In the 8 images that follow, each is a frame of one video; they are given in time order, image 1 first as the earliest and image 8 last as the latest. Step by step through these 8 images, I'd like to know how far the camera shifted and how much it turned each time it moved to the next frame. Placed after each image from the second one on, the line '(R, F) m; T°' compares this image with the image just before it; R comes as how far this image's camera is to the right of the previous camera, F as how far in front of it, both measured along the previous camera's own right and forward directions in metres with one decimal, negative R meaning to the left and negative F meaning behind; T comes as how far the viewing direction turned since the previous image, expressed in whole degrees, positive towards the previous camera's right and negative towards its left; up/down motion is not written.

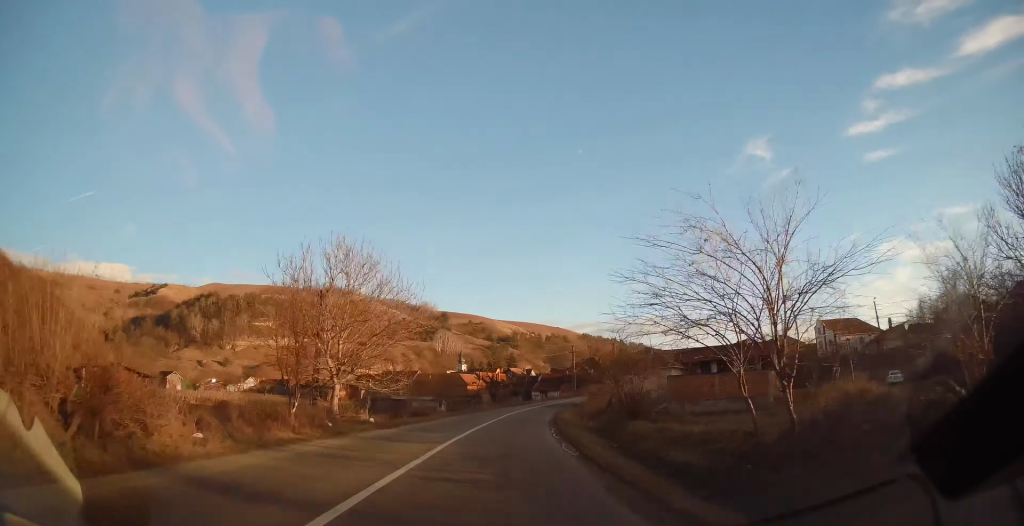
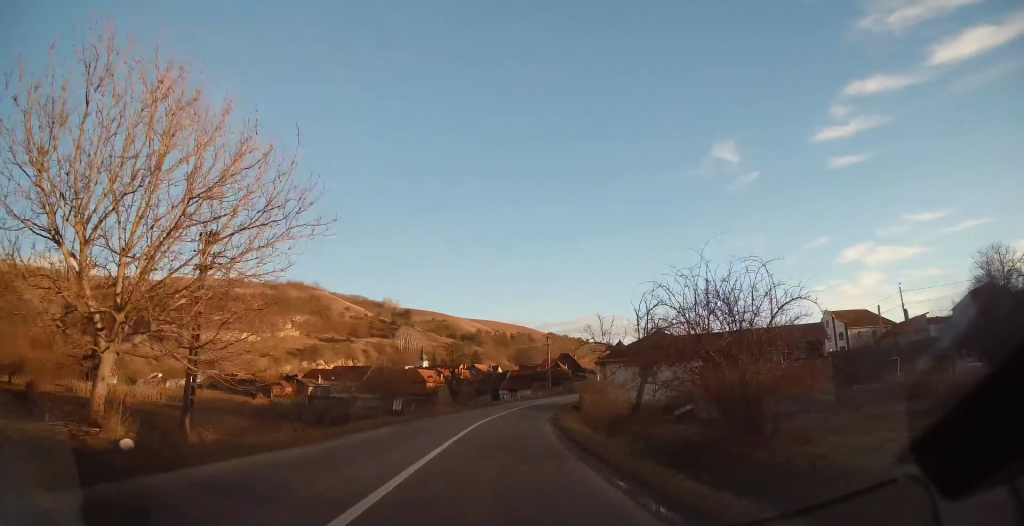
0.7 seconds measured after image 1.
(+0.4, +15.4) m; +3°
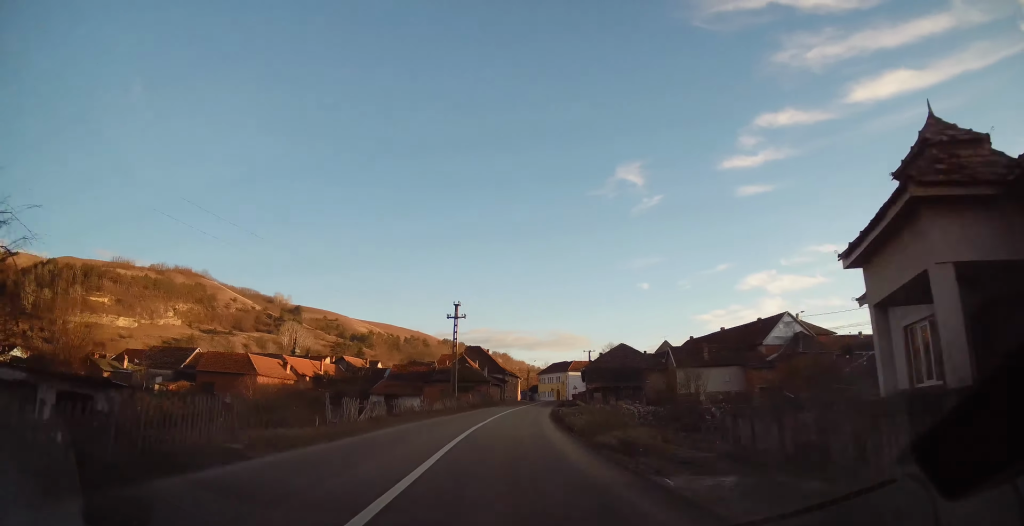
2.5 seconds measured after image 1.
(+4.1, +43.7) m; +11°
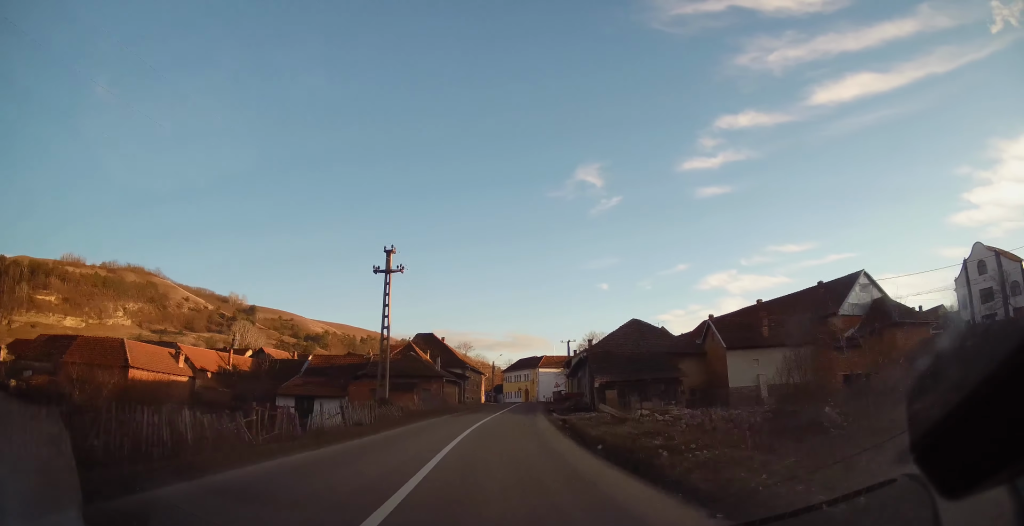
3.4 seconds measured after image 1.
(+0.8, +21.3) m; +4°
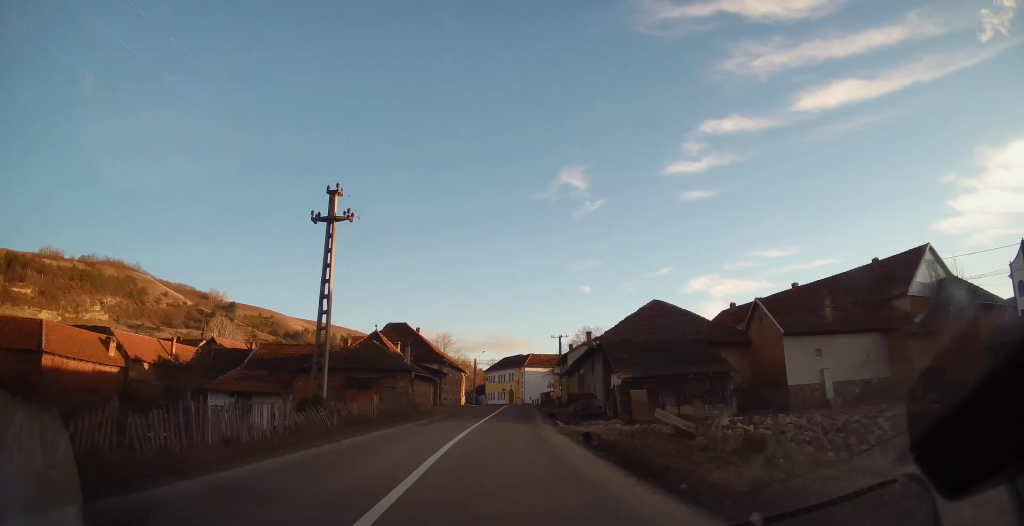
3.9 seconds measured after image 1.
(+0.4, +9.9) m; +1°
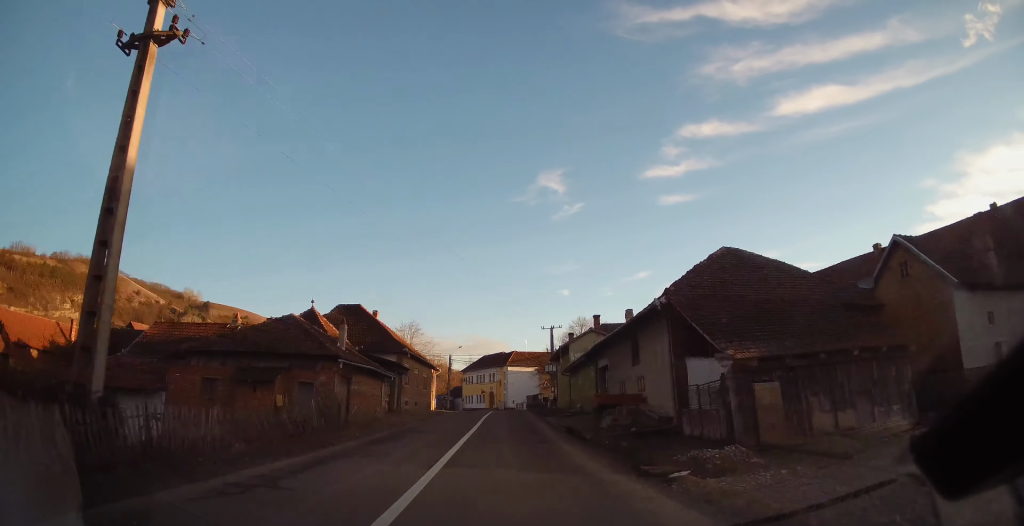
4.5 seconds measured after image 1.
(+0.3, +13.7) m; +2°
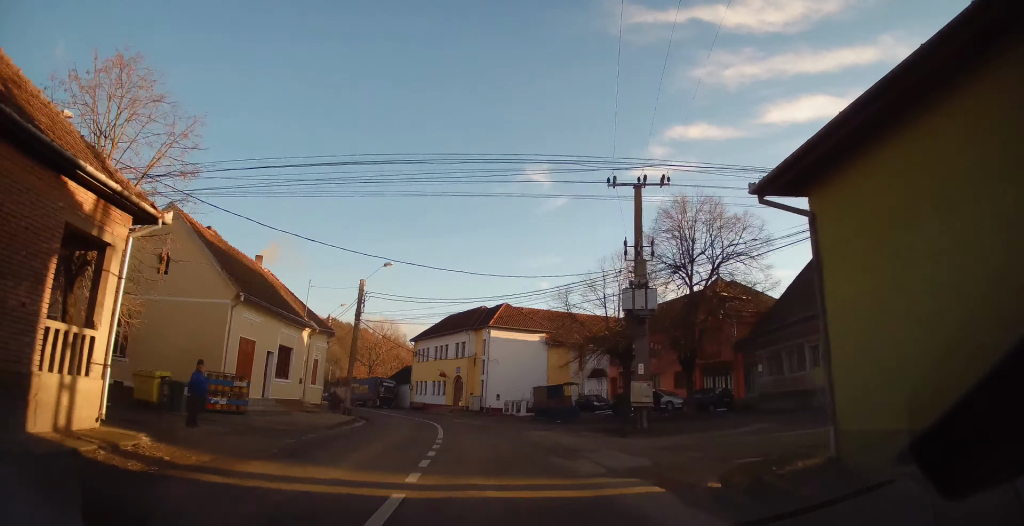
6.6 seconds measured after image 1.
(+0.7, +45.1) m; -1°
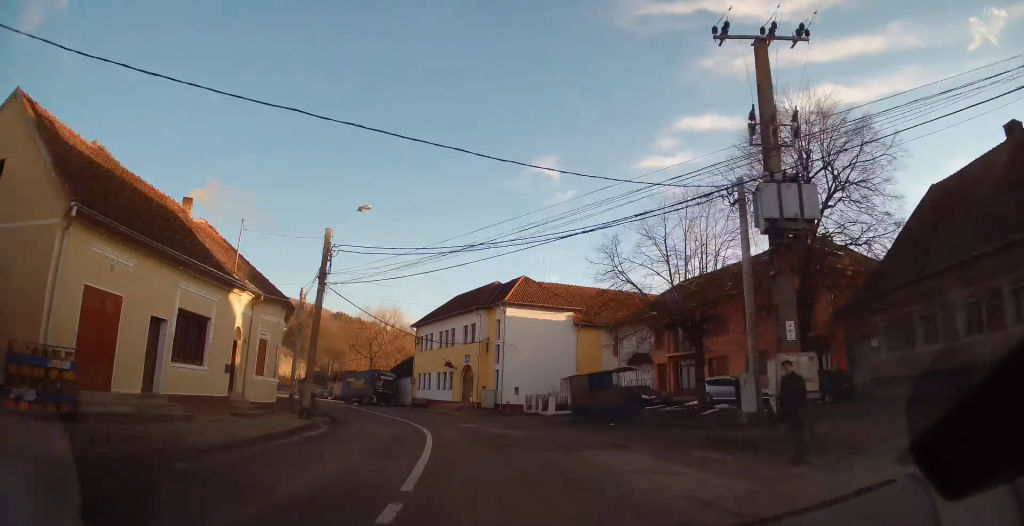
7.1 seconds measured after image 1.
(-0.1, +10.2) m; -4°
